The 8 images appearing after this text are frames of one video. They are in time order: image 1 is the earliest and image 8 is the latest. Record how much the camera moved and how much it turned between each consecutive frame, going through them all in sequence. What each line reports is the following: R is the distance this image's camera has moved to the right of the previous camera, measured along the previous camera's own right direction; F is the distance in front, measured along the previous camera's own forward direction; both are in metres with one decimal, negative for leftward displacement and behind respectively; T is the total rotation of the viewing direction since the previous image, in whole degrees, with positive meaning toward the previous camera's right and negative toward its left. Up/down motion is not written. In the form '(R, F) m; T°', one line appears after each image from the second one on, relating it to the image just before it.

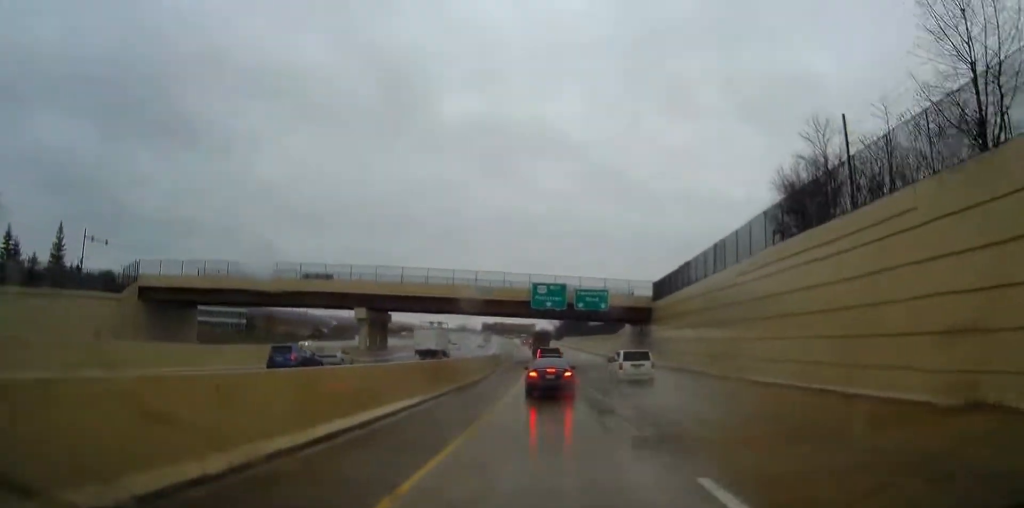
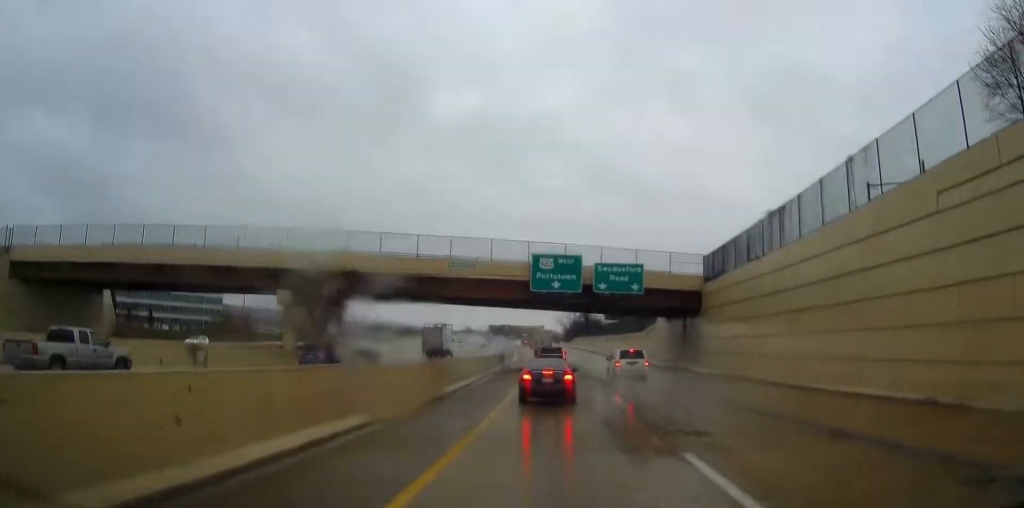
(-0.4, +23.3) m; -2°
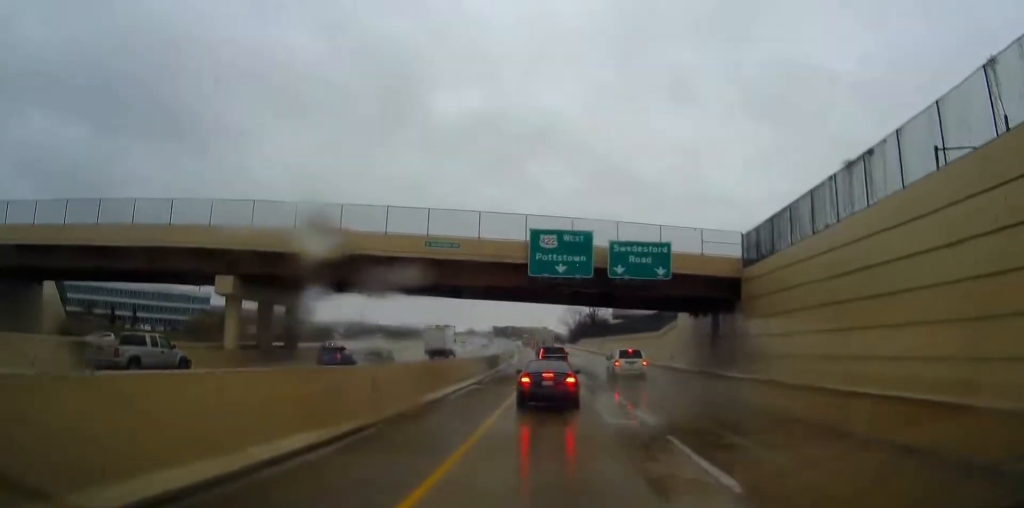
(-0.1, +10.7) m; -1°
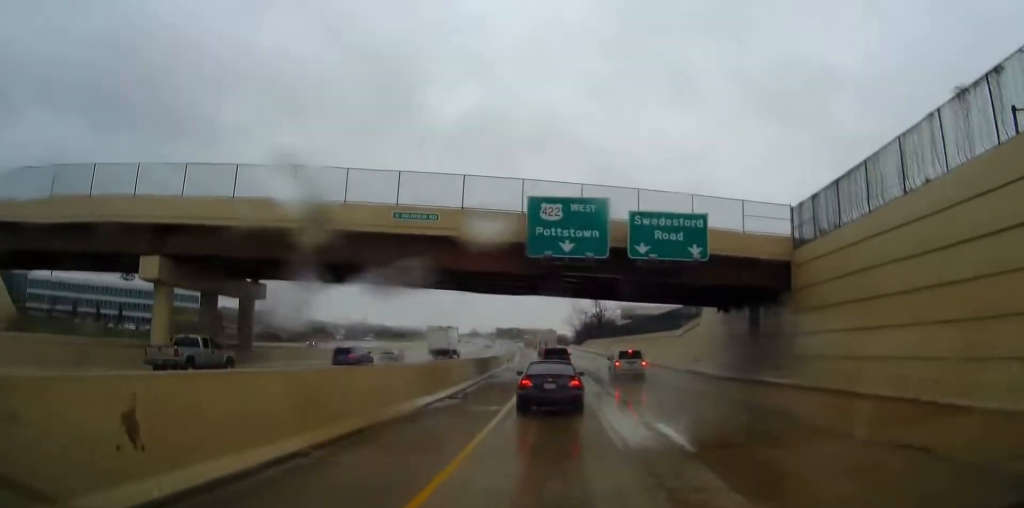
(-0.1, +9.0) m; 0°
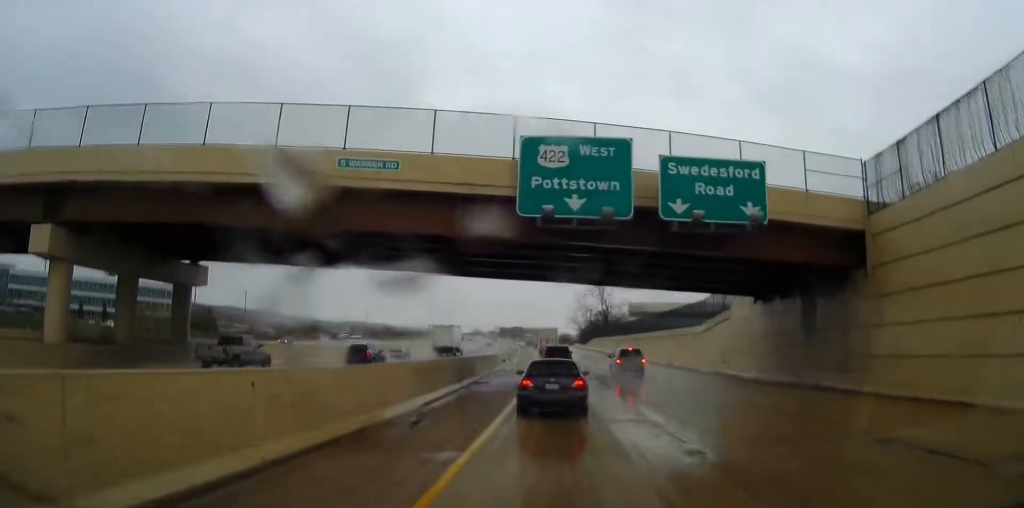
(0.0, +8.9) m; 0°
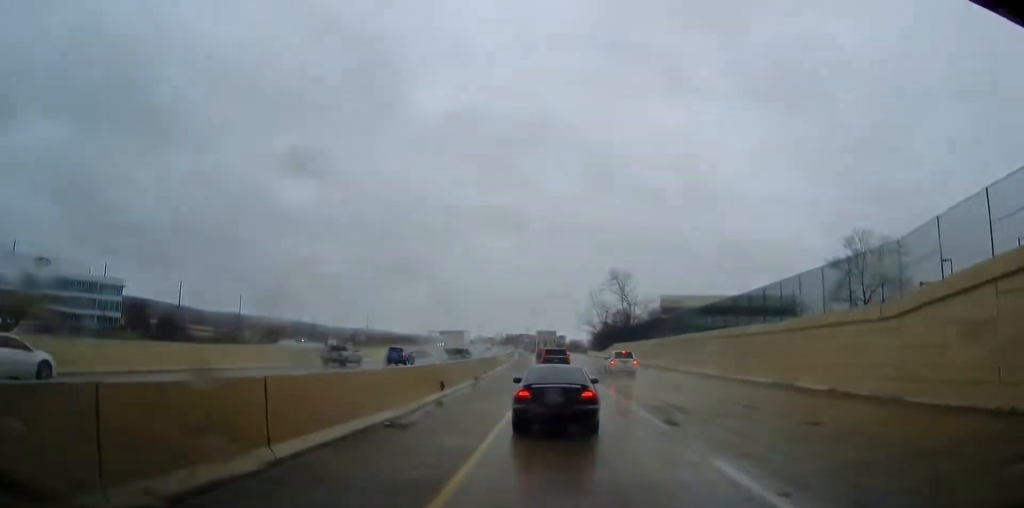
(0.0, +32.9) m; 0°
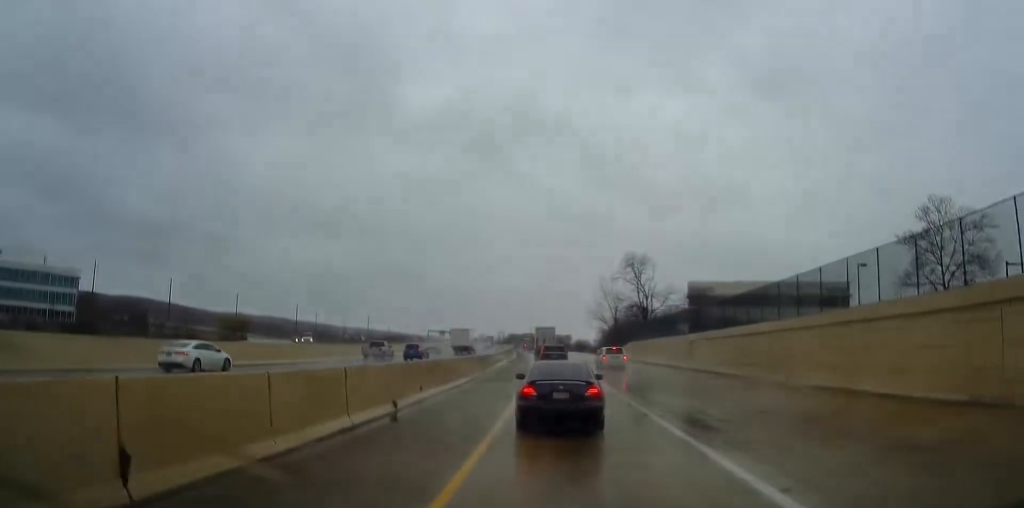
(+0.1, +18.2) m; 0°
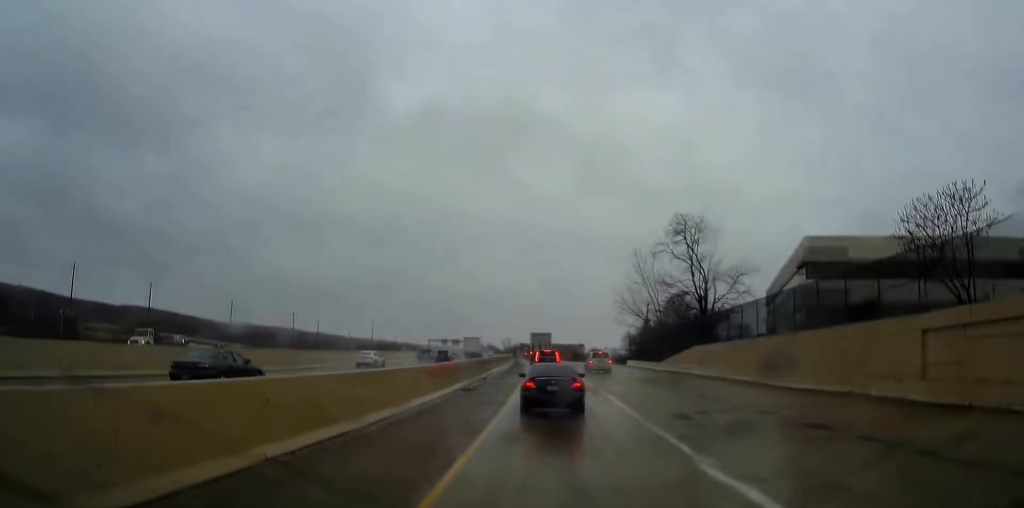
(-0.3, +37.5) m; -2°
